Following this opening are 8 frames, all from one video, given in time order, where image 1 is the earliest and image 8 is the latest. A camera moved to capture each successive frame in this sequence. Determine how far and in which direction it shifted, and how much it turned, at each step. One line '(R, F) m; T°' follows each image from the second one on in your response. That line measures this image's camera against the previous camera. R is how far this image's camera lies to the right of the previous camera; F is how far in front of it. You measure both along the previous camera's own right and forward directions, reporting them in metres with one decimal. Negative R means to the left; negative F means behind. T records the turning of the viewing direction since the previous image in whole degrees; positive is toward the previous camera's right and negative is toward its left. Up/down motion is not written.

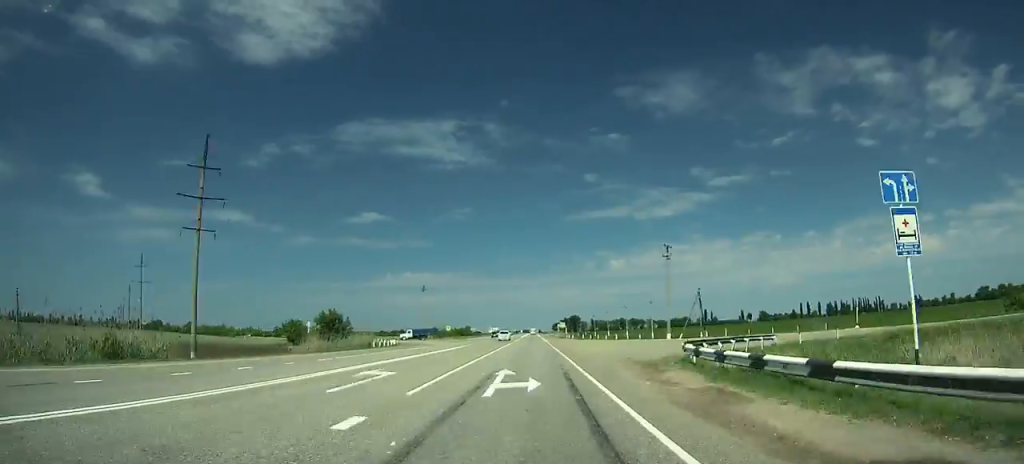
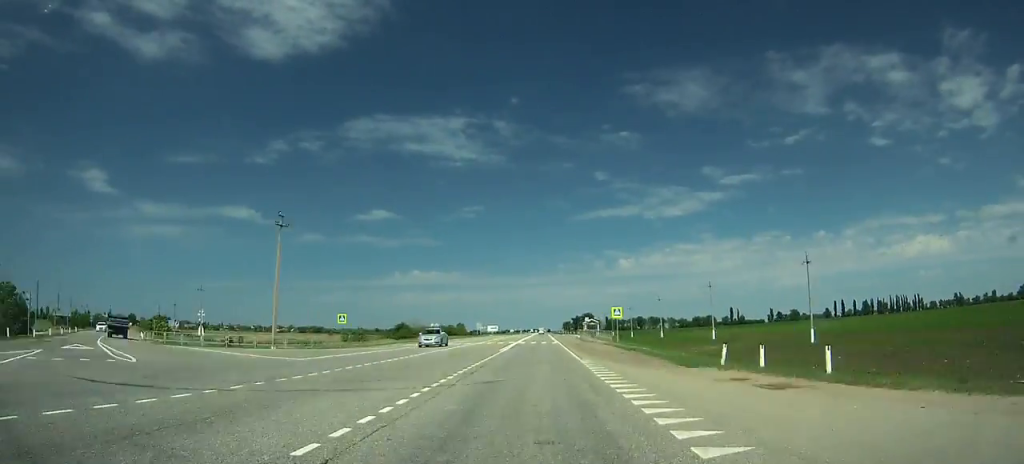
(-0.3, +85.4) m; 0°
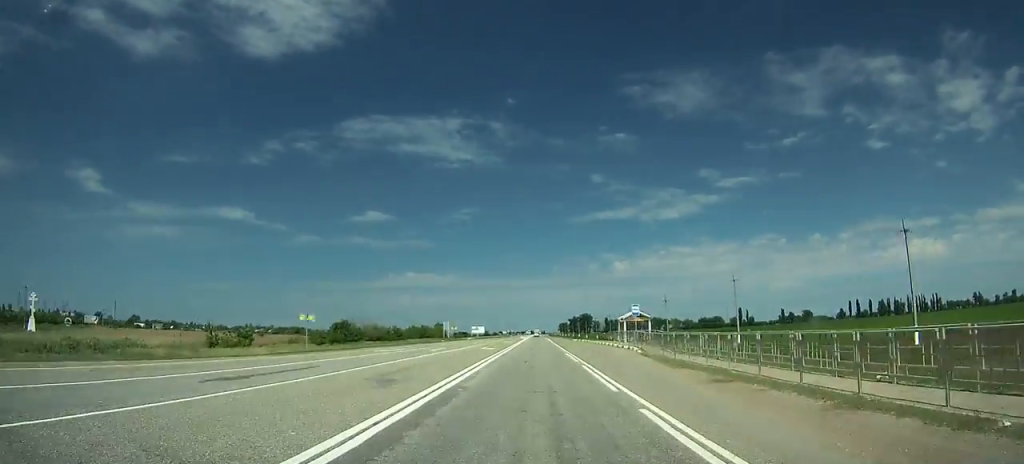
(0.0, +60.8) m; 0°
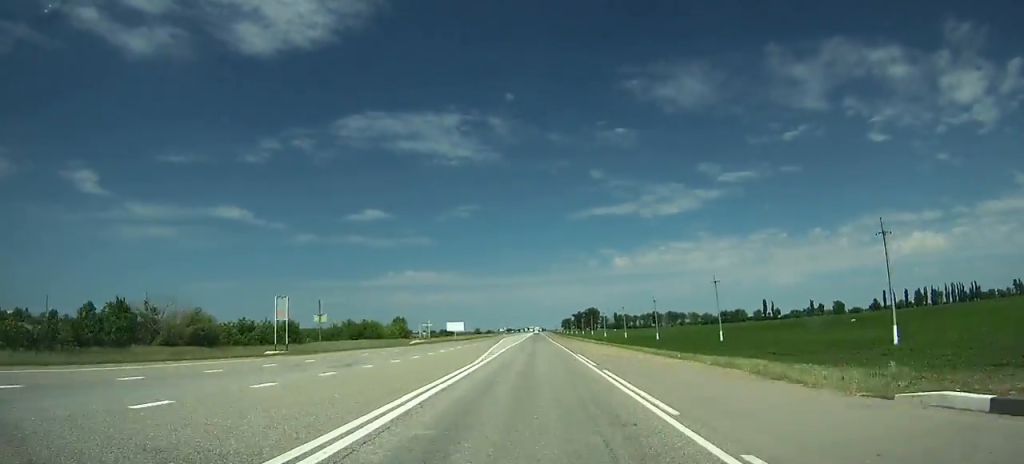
(+0.5, +86.6) m; 0°
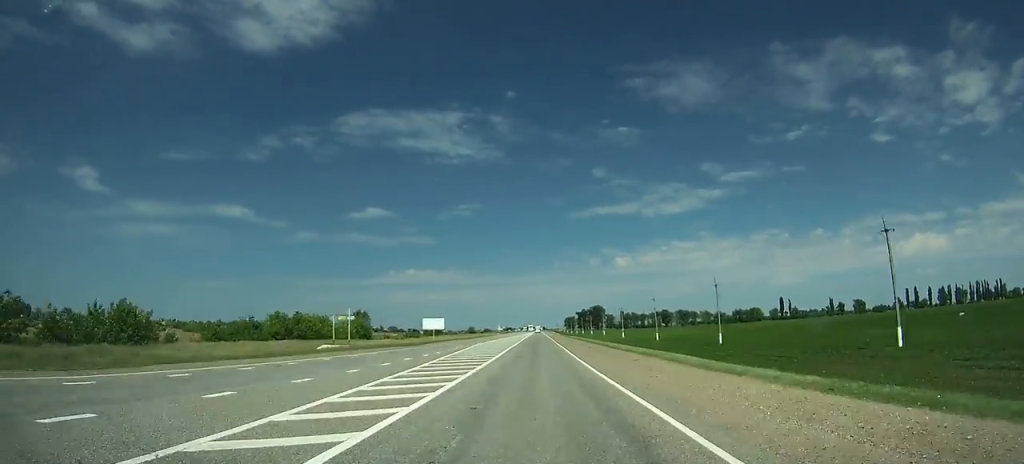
(0.0, +44.8) m; 0°
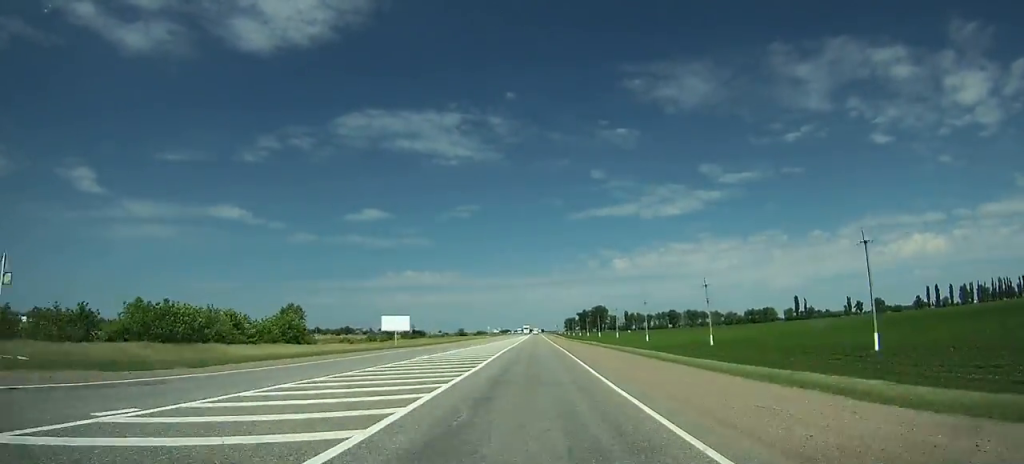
(0.0, +41.6) m; 0°
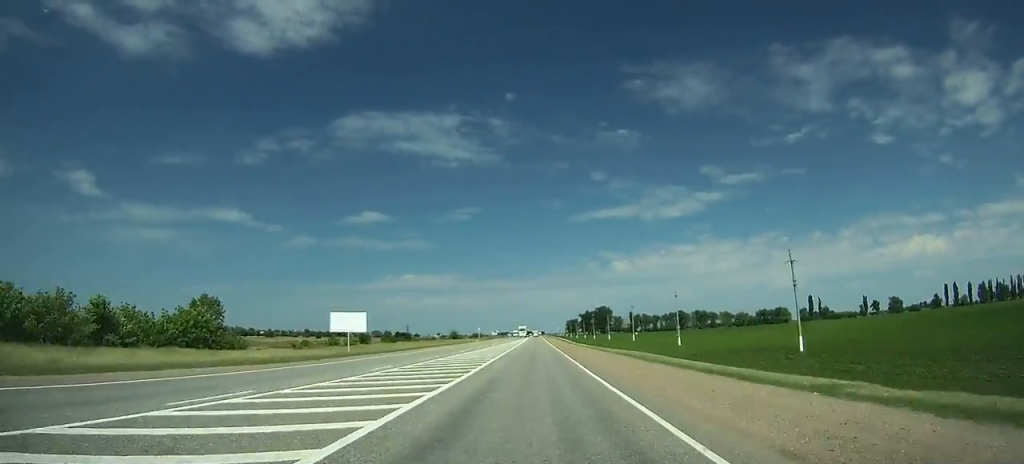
(0.0, +30.1) m; 0°
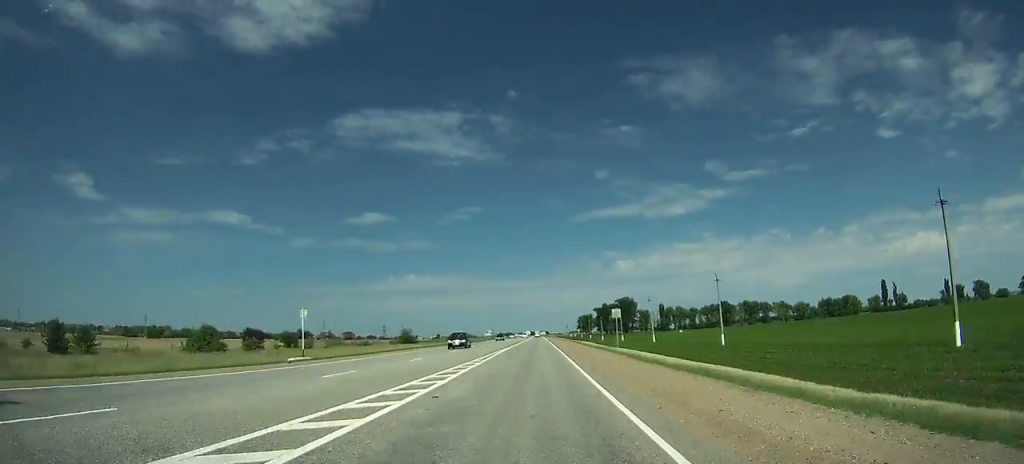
(-0.1, +124.8) m; 0°
